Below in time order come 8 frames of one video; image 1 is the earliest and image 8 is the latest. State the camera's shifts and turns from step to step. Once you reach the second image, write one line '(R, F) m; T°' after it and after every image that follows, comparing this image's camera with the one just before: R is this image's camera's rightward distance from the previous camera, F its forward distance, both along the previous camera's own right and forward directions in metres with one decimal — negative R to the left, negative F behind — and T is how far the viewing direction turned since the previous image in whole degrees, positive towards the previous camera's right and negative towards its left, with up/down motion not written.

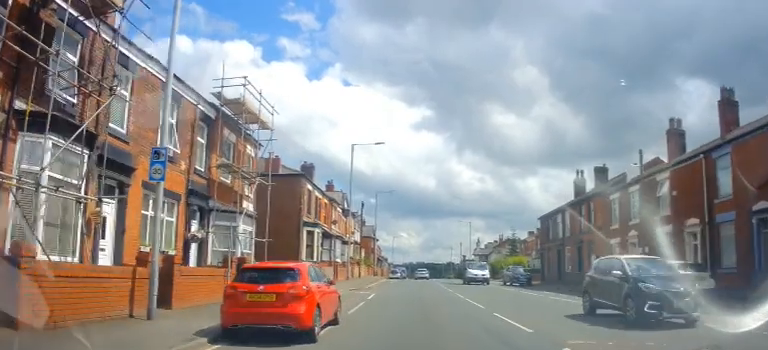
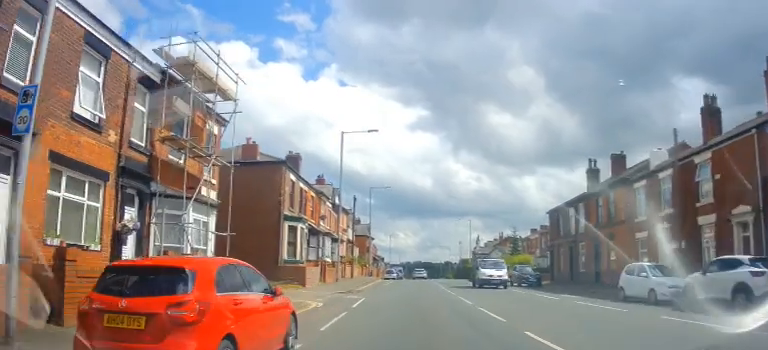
(+0.1, +4.1) m; +1°
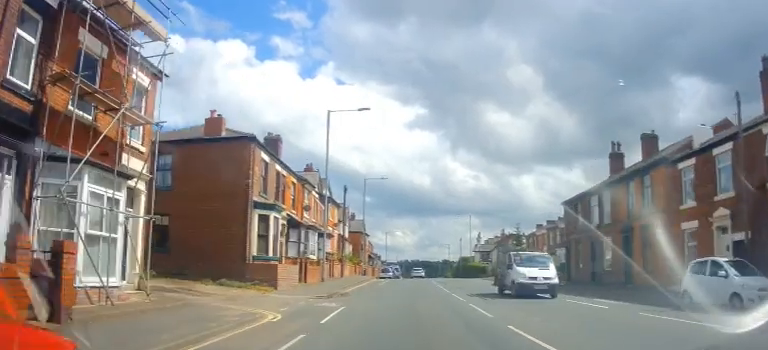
(0.0, +5.0) m; +1°
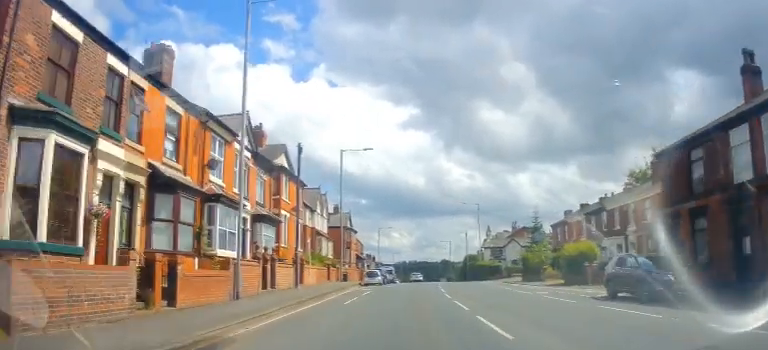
(+0.2, +15.5) m; +1°
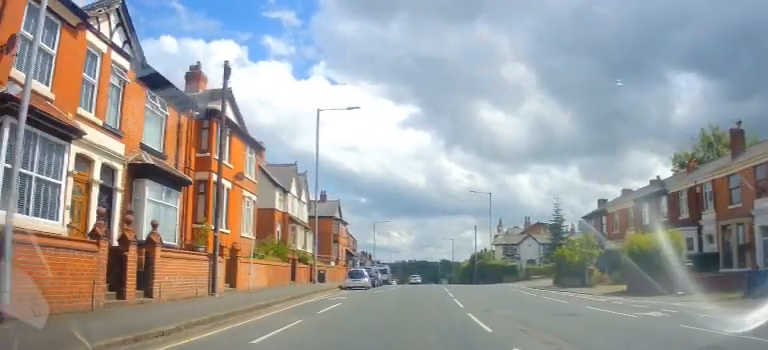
(-0.1, +11.1) m; 0°
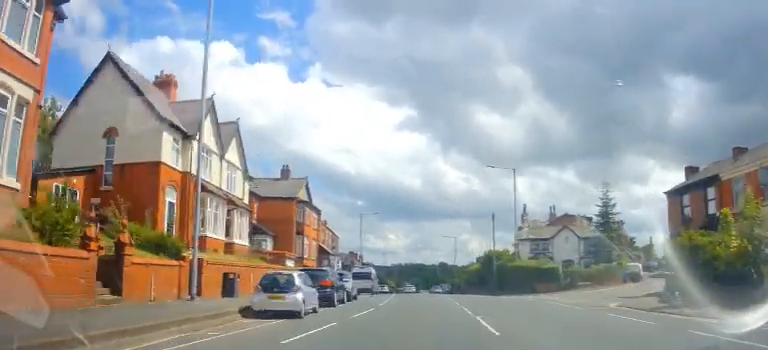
(+0.2, +17.8) m; +1°
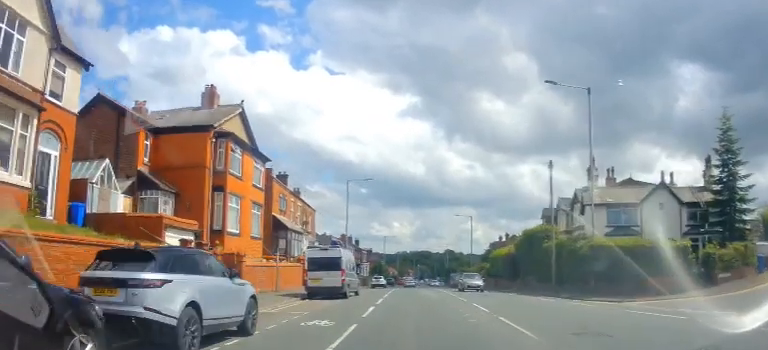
(-0.5, +19.2) m; -3°
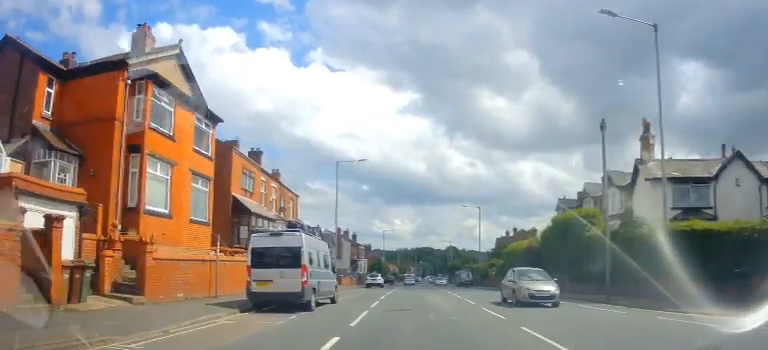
(0.0, +8.4) m; +1°
